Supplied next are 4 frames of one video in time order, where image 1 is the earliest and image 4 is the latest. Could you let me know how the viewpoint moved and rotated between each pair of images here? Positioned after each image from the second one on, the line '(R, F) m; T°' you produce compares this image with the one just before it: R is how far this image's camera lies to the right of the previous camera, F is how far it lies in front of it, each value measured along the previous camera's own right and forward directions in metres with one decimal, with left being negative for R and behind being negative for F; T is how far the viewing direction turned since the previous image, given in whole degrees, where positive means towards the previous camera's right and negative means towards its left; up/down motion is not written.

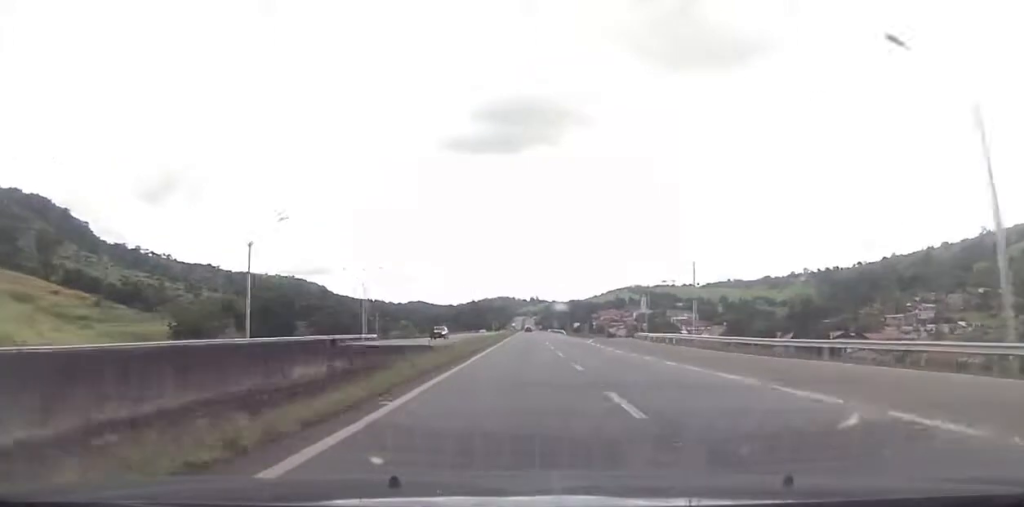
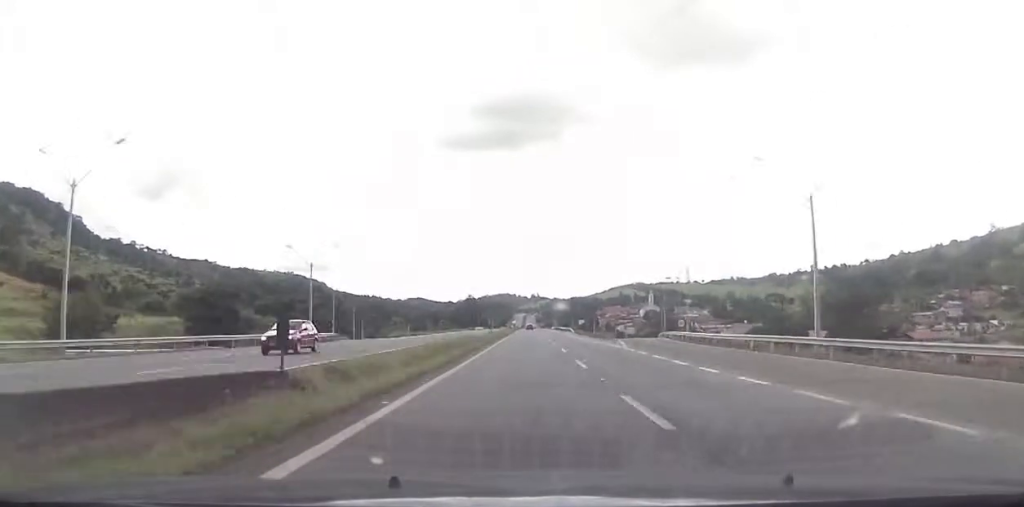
(0.0, +23.9) m; -1°
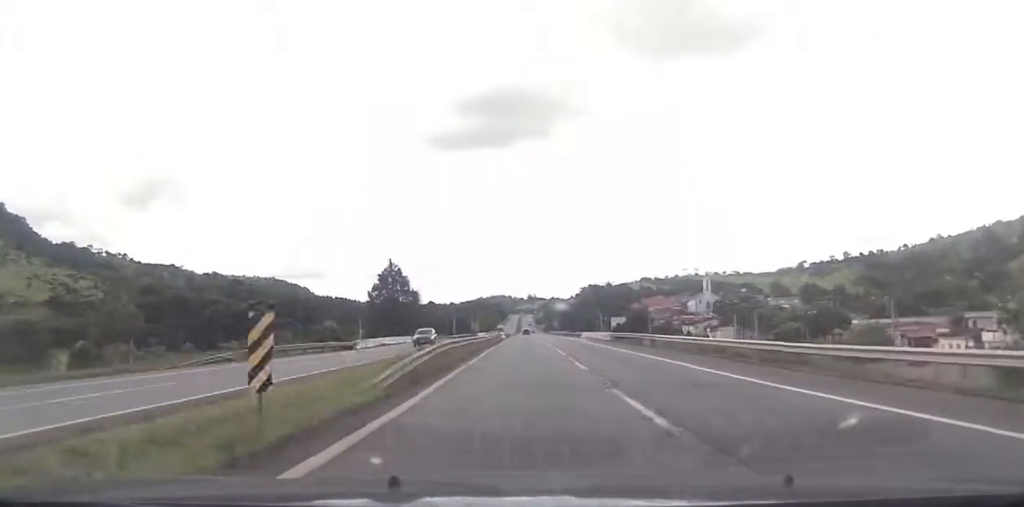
(-1.3, +142.2) m; 0°
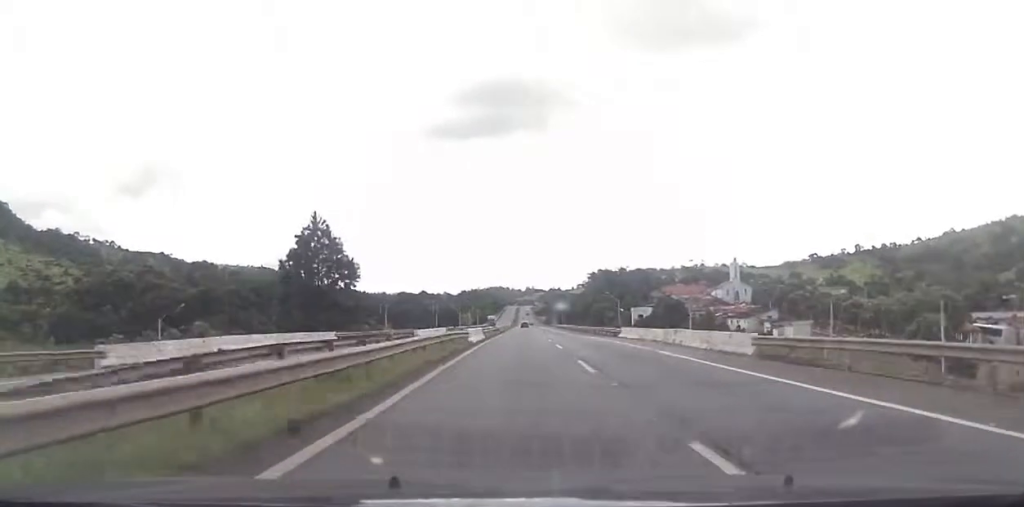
(+0.1, +41.8) m; 0°
